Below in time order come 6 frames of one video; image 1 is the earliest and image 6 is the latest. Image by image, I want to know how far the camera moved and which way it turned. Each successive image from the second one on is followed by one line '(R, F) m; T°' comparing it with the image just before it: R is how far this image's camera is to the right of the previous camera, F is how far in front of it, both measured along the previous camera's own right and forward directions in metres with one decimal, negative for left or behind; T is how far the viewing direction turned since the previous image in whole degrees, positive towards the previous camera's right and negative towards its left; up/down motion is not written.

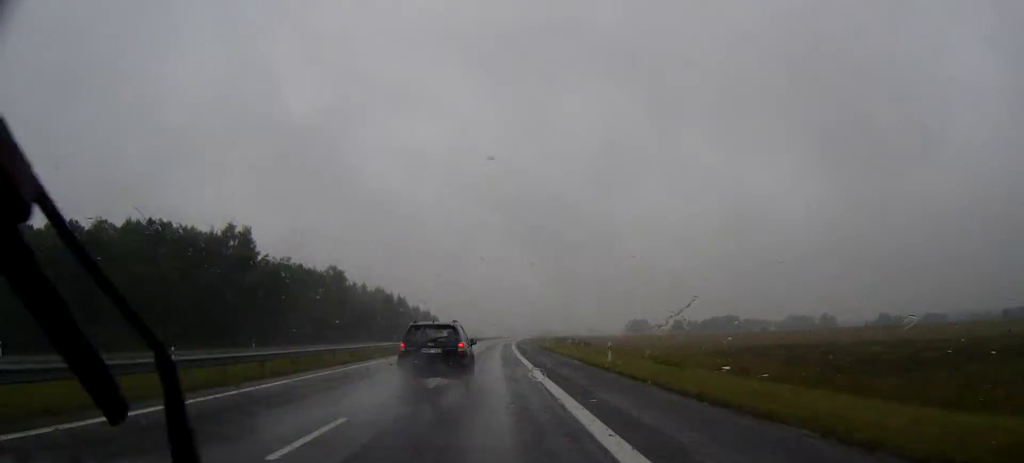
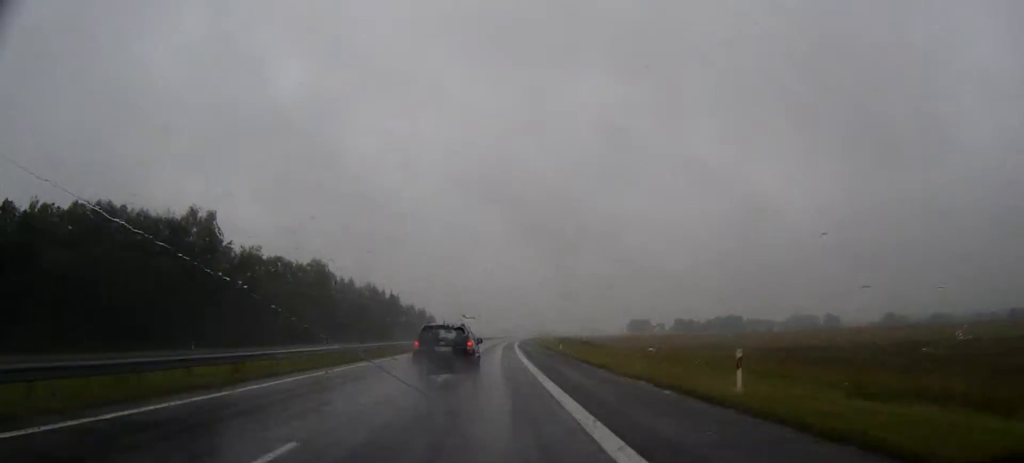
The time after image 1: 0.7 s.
(0.0, +18.7) m; 0°
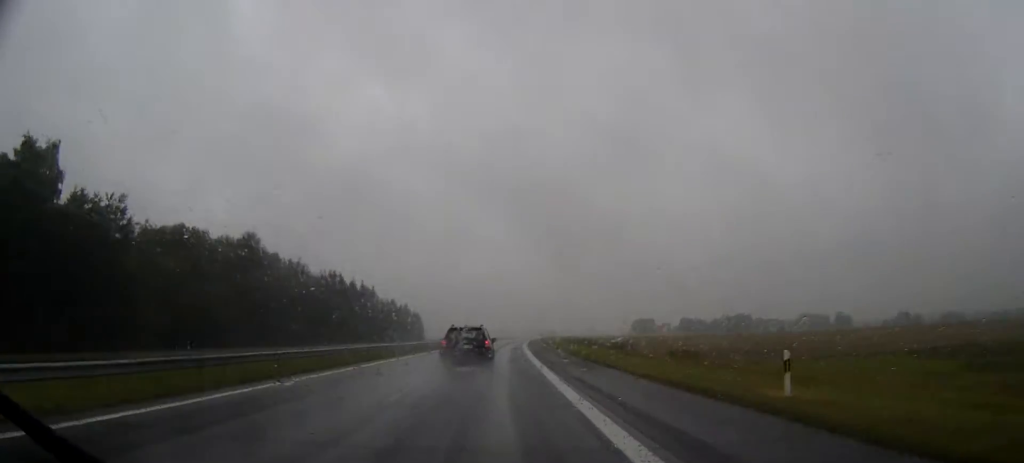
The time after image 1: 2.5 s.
(0.0, +51.5) m; 0°
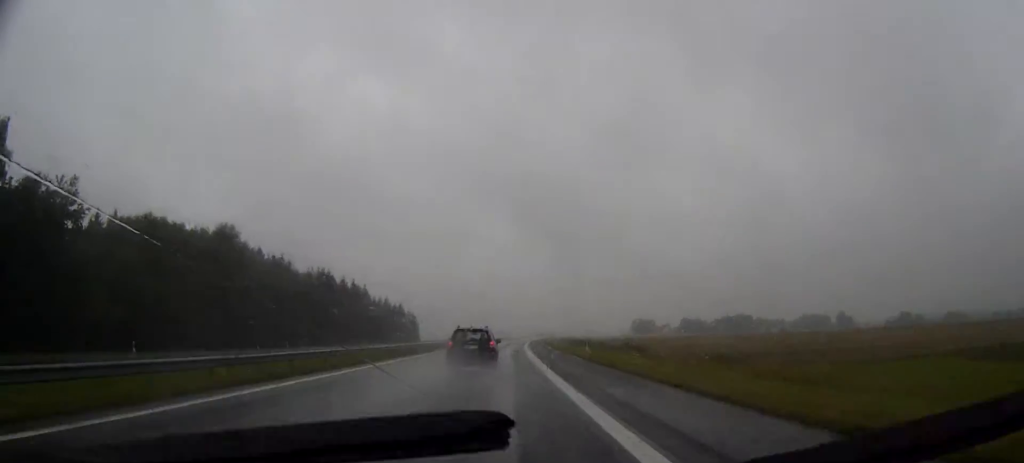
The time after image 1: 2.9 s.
(0.0, +11.3) m; 0°
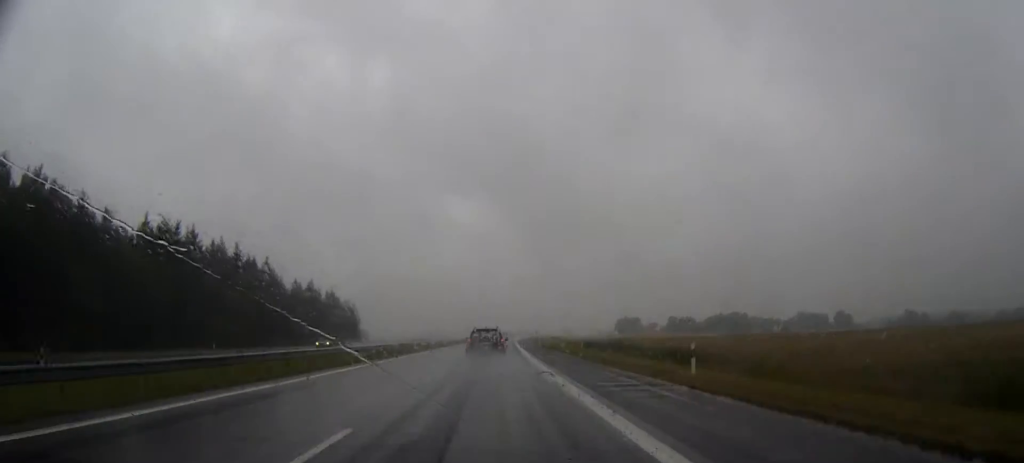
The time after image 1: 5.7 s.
(+1.5, +79.7) m; +2°
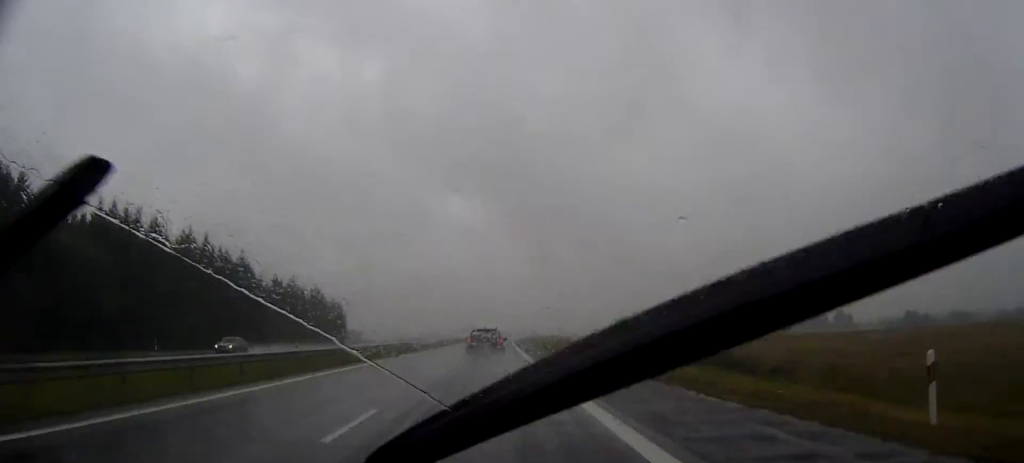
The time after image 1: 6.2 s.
(0.0, +13.1) m; 0°
